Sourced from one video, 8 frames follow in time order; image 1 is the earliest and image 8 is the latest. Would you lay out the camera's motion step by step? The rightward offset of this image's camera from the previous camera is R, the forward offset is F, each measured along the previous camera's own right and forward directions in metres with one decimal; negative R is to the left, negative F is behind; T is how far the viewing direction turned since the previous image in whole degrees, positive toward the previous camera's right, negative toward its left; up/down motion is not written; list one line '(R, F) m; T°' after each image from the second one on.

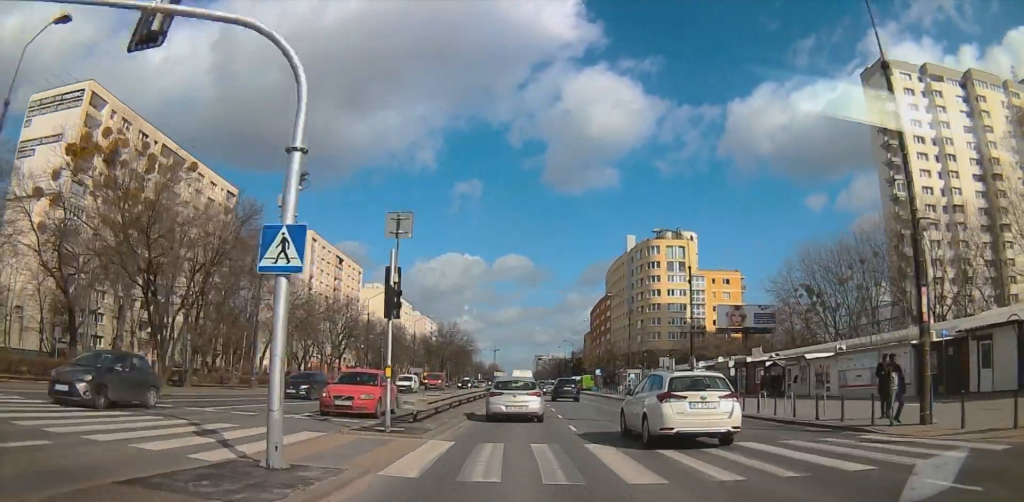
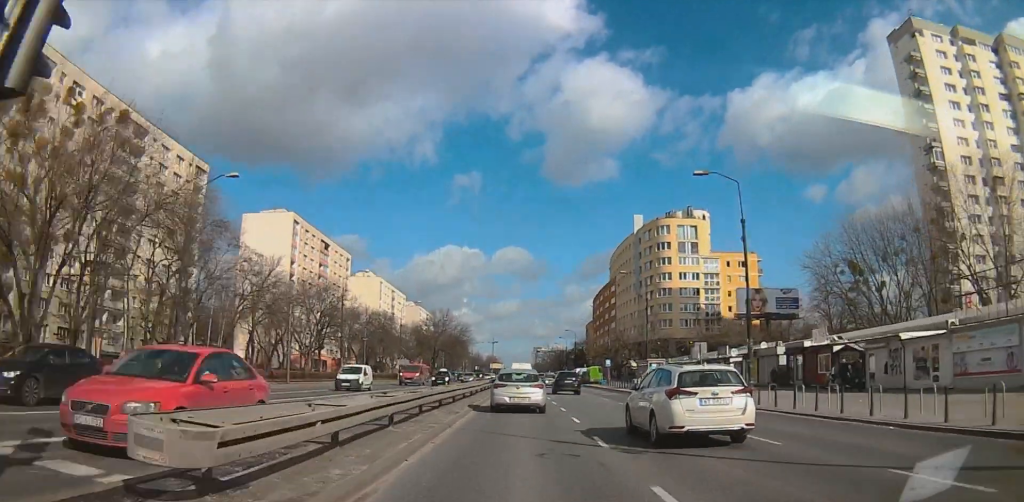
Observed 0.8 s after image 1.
(-0.1, +11.2) m; 0°
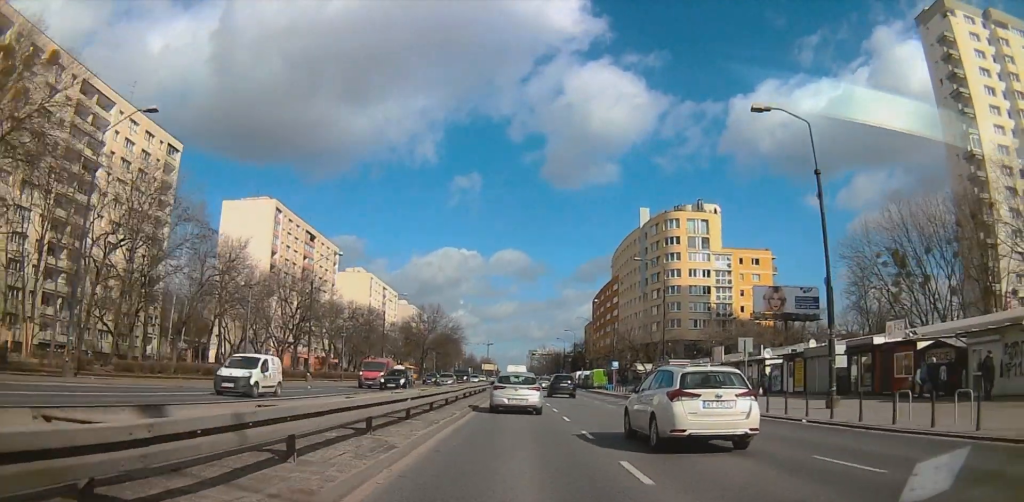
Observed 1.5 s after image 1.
(-0.1, +9.6) m; +1°
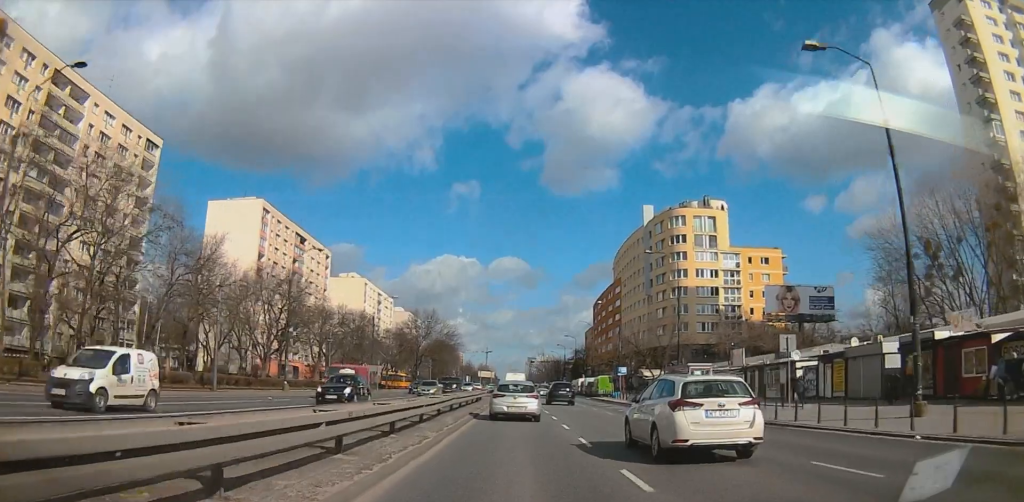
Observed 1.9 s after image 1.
(+0.2, +6.1) m; +1°
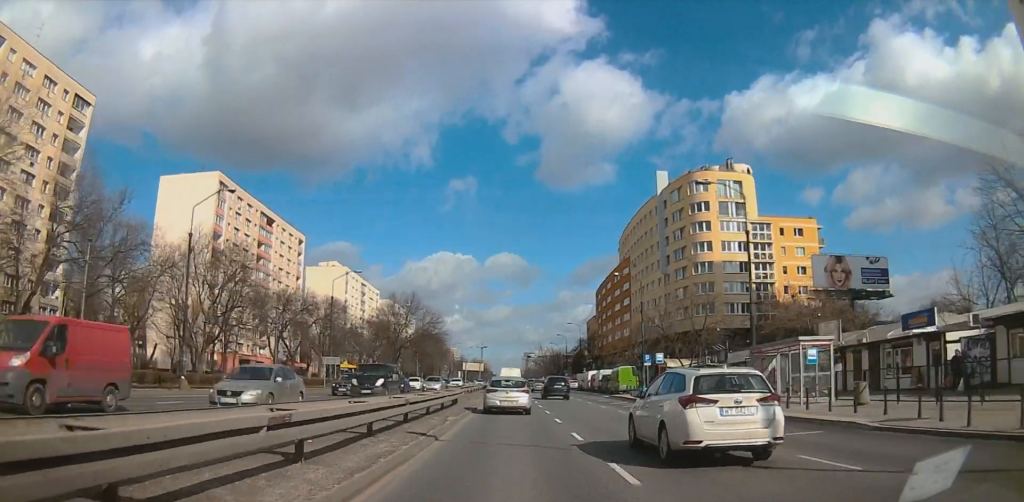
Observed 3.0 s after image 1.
(+0.4, +17.9) m; +1°
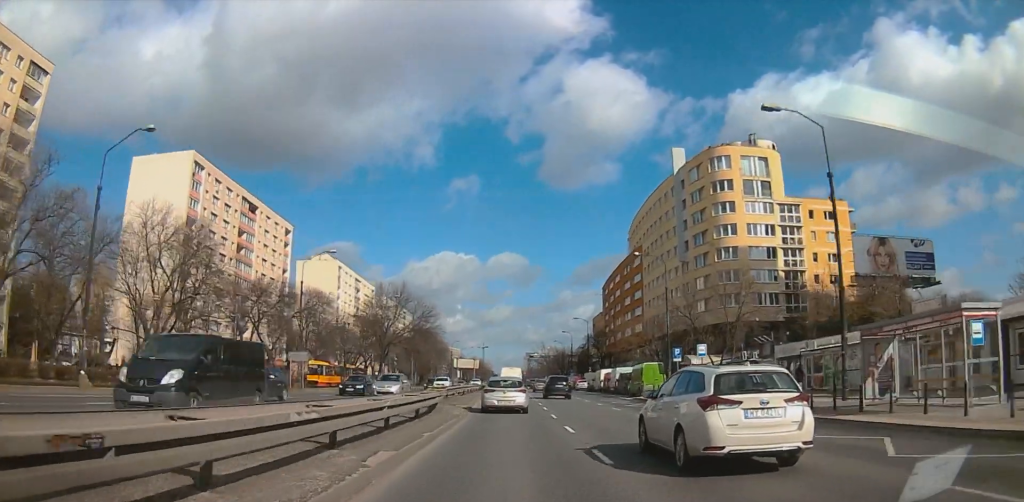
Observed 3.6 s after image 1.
(0.0, +10.5) m; 0°
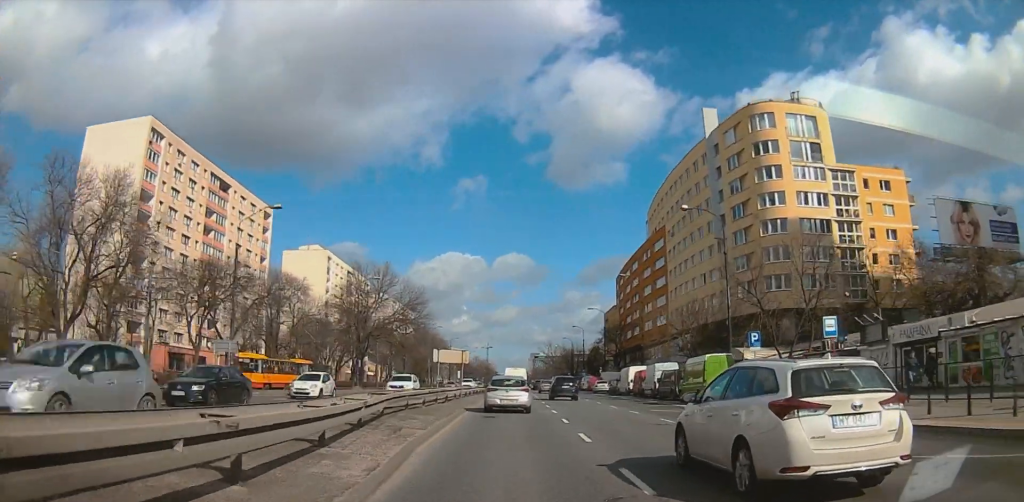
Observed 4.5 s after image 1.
(-0.1, +14.8) m; 0°
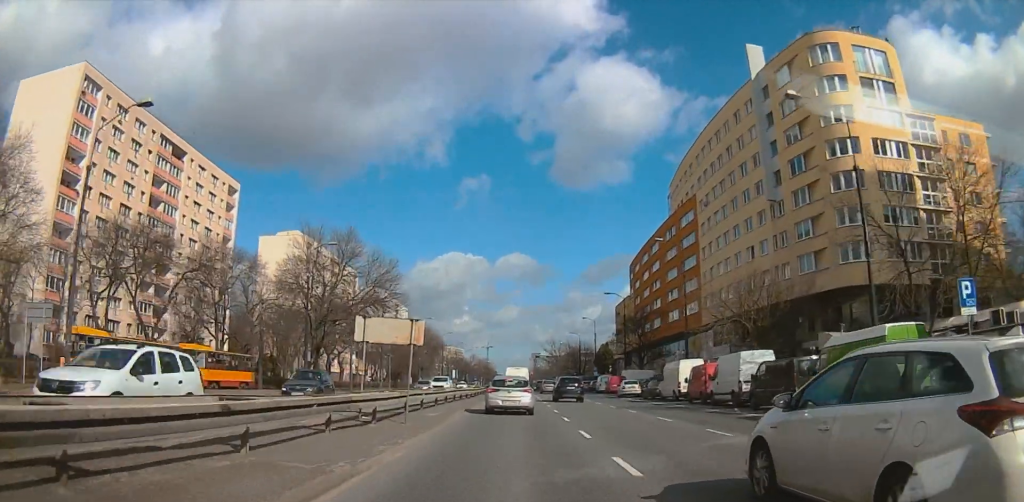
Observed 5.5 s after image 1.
(0.0, +17.5) m; -1°
